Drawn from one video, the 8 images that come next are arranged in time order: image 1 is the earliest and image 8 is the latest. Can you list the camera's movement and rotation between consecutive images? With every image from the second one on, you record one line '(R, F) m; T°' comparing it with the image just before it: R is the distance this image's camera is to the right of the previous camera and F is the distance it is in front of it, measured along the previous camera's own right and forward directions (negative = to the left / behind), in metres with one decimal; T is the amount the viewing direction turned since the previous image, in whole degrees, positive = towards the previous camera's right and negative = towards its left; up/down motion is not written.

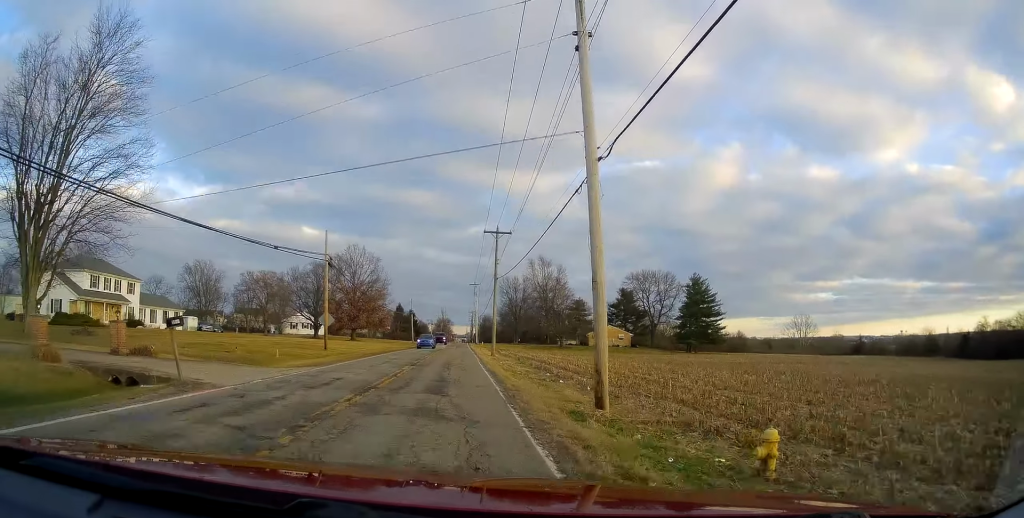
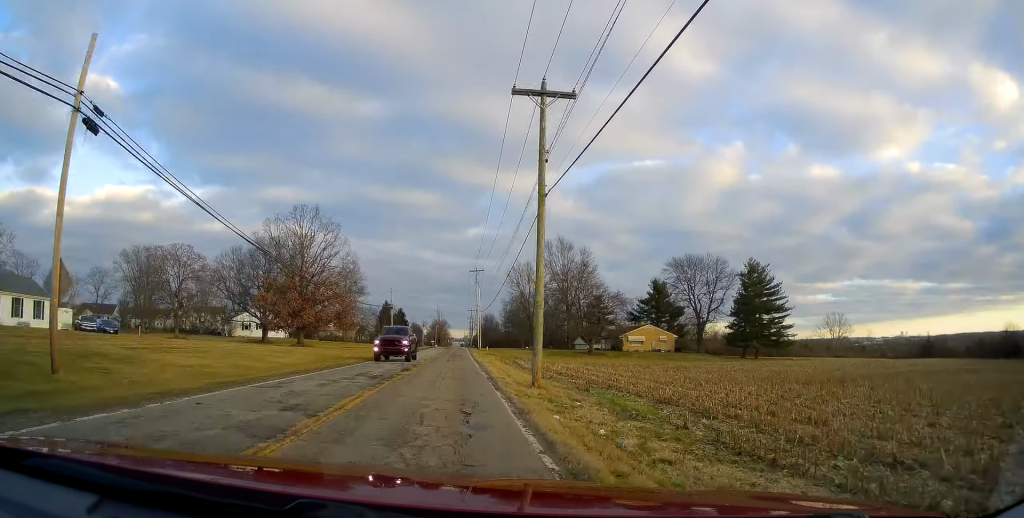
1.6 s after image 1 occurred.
(+0.8, +30.9) m; +2°
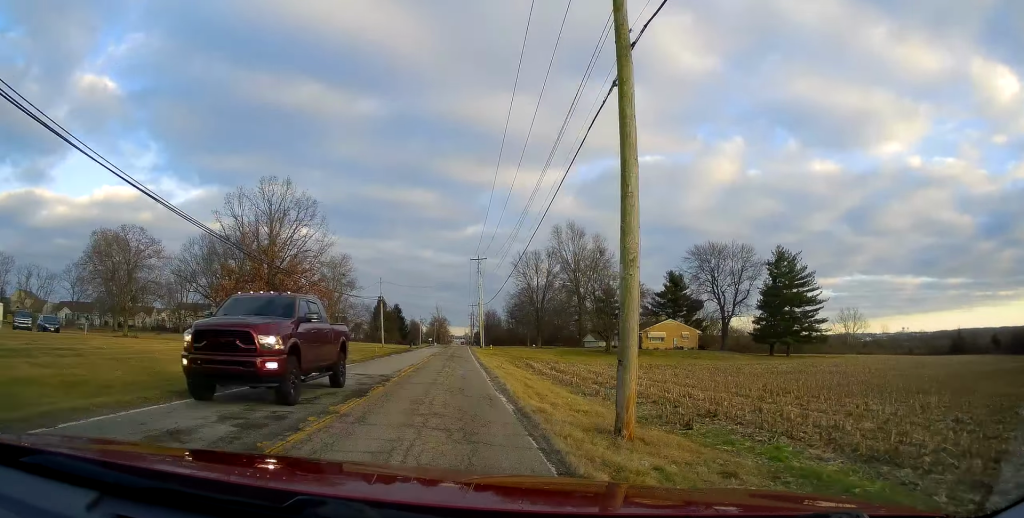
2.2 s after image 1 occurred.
(-0.1, +11.3) m; -1°
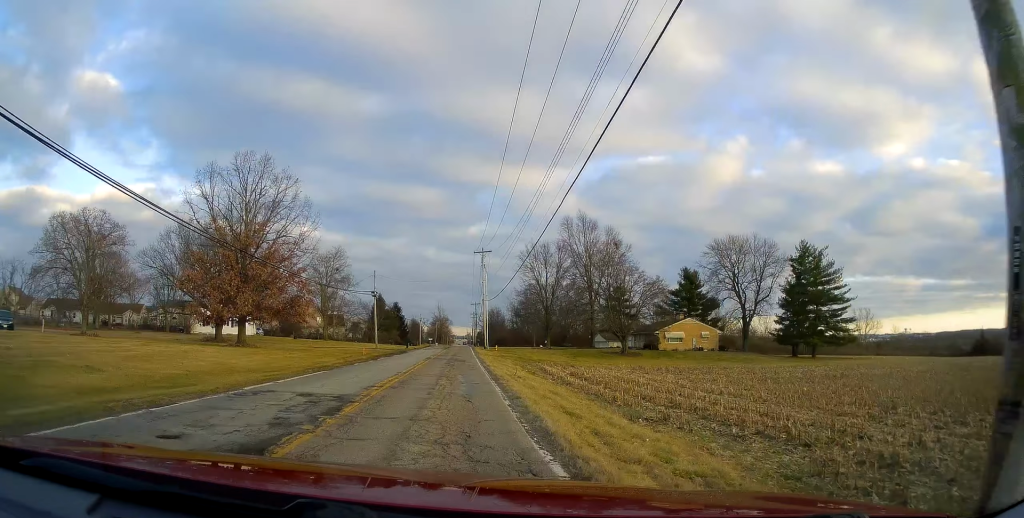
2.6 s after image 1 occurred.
(0.0, +7.5) m; 0°
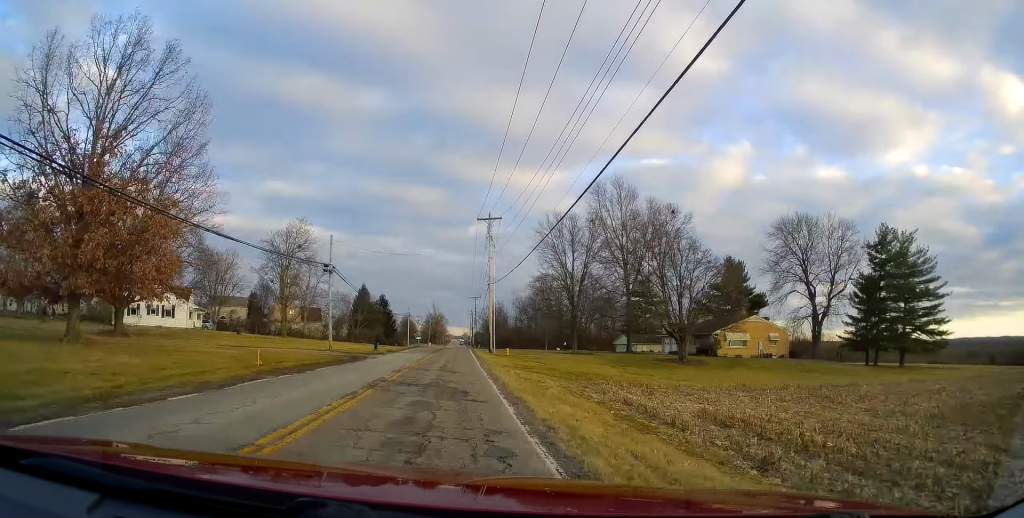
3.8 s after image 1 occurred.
(0.0, +22.6) m; +1°
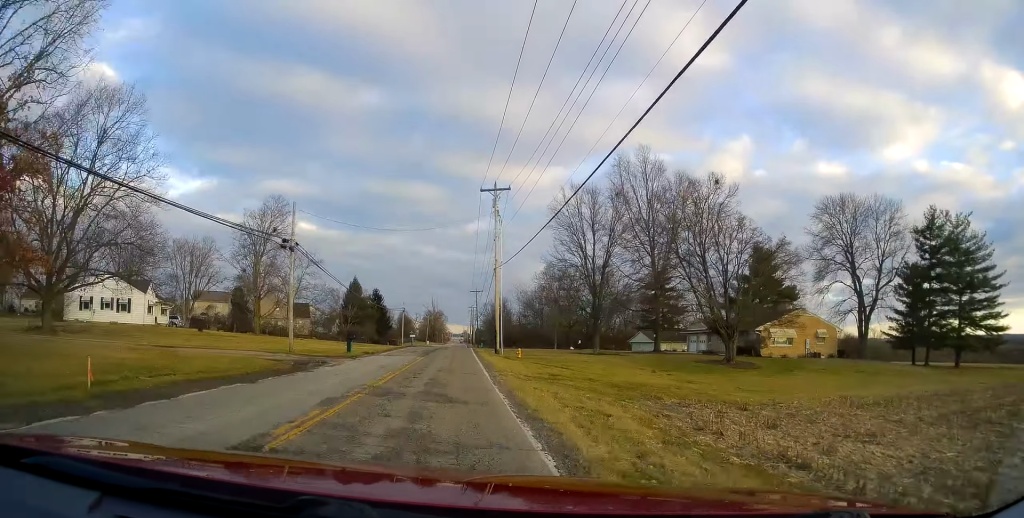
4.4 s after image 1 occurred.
(+0.2, +10.6) m; 0°
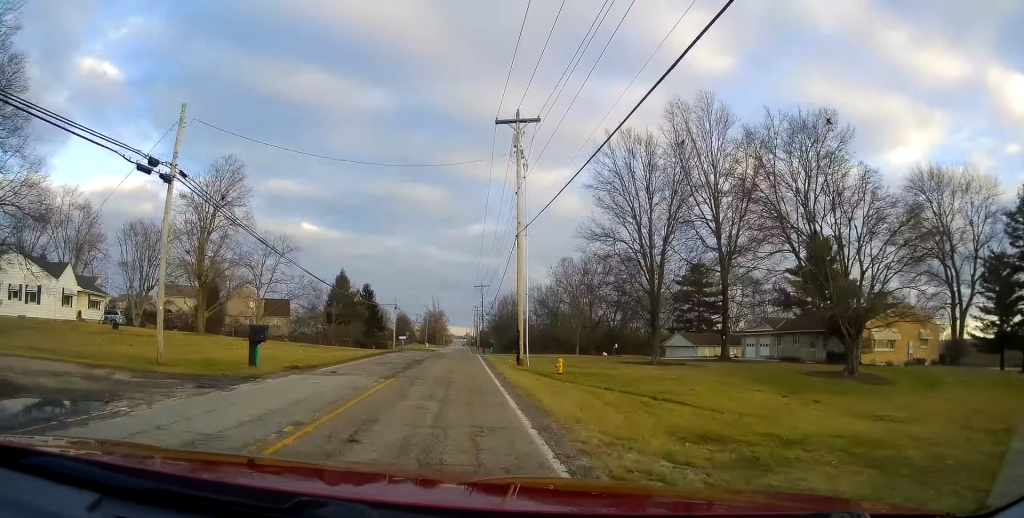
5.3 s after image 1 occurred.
(-0.1, +16.2) m; 0°
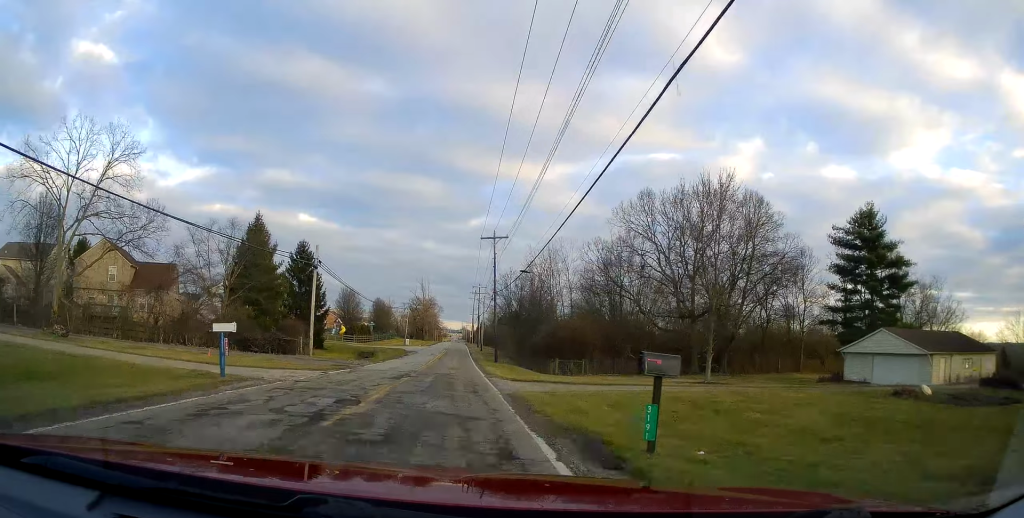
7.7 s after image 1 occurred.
(+0.3, +44.6) m; 0°
